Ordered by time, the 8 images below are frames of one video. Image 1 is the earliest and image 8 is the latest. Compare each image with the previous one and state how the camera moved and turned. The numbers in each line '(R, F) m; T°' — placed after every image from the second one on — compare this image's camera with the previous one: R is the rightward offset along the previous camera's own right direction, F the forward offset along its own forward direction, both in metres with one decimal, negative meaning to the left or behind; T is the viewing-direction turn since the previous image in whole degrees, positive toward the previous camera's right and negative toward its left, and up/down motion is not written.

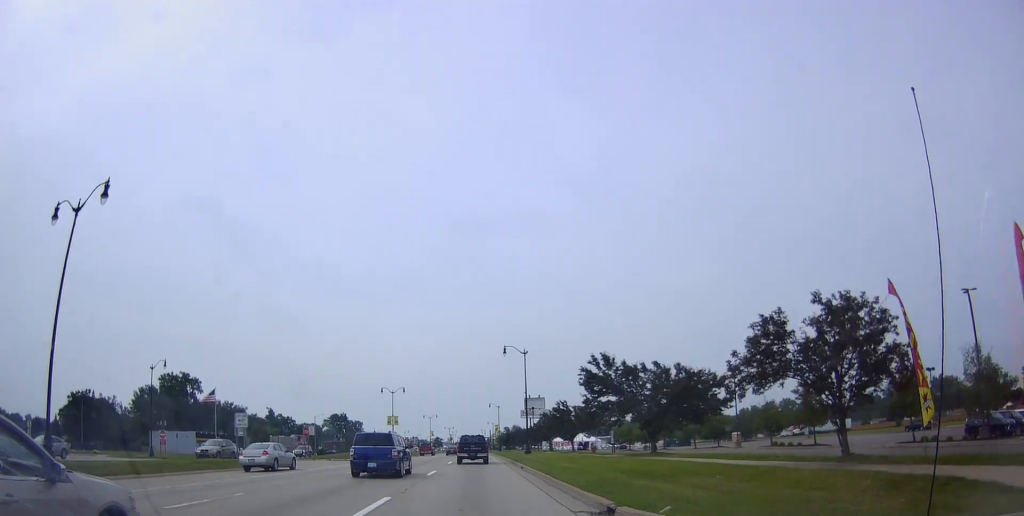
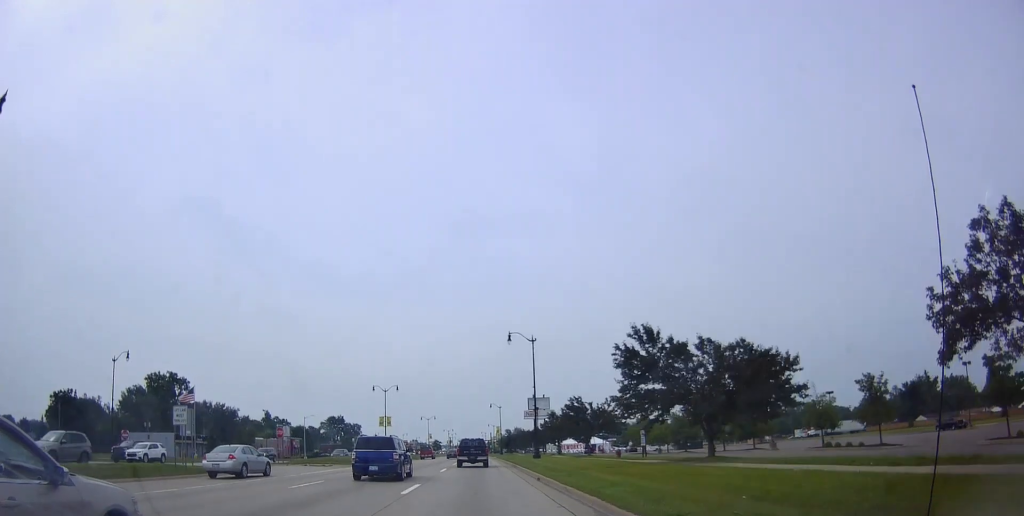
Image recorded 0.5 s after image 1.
(+0.1, +8.2) m; +1°
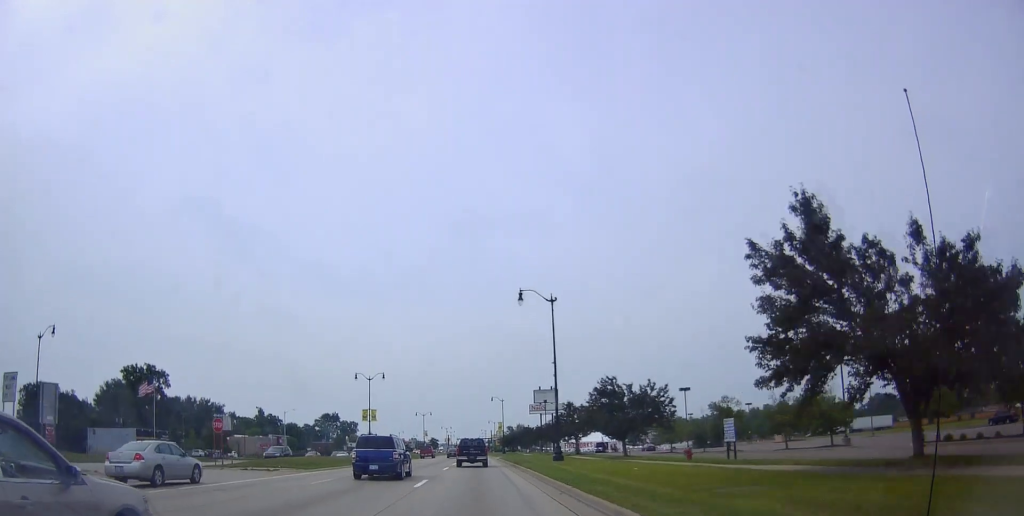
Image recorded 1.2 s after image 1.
(0.0, +13.0) m; -2°
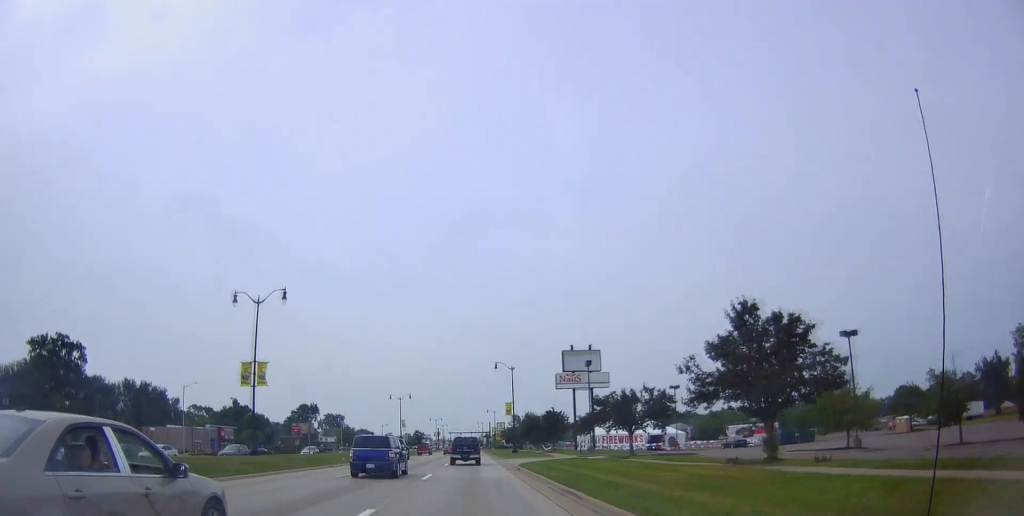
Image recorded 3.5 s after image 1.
(-0.3, +40.3) m; +2°
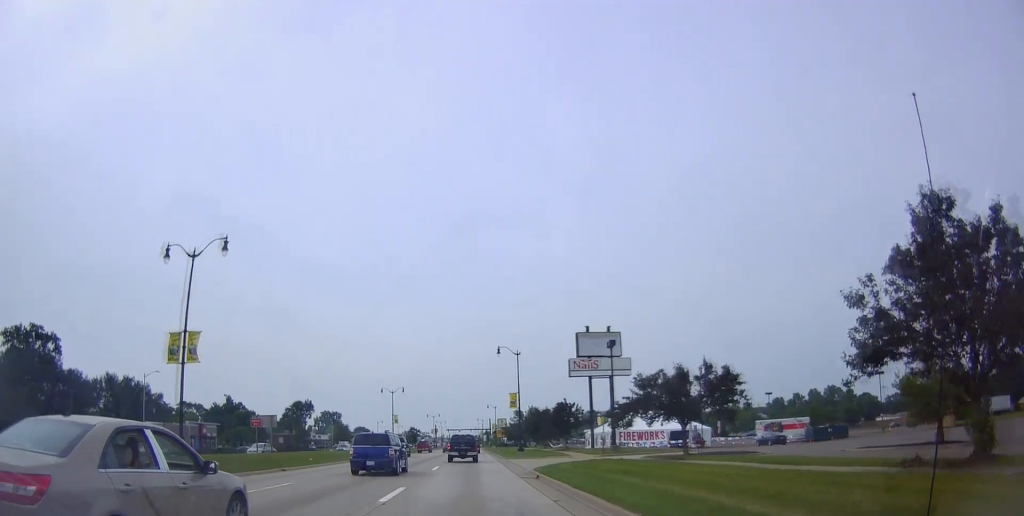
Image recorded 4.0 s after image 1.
(0.0, +10.1) m; 0°
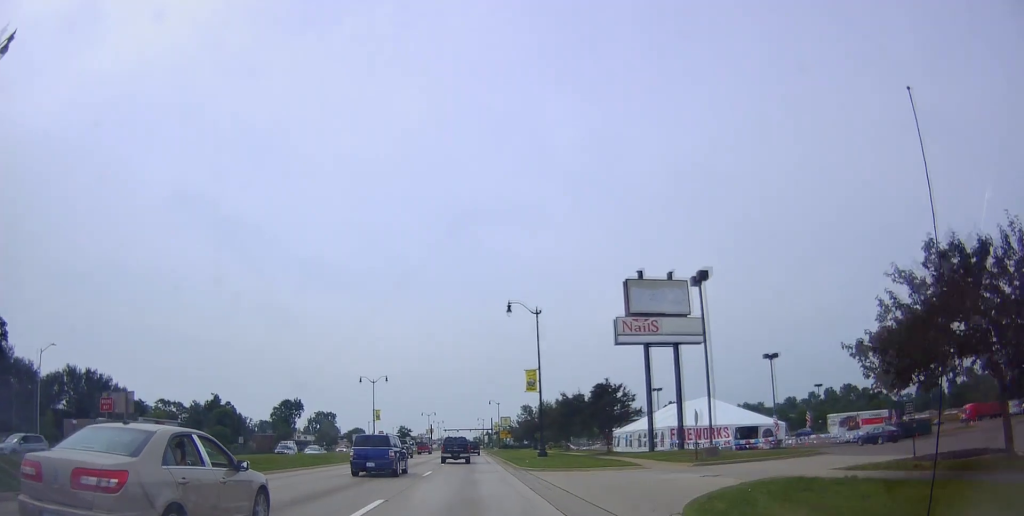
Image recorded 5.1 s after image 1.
(0.0, +19.6) m; 0°
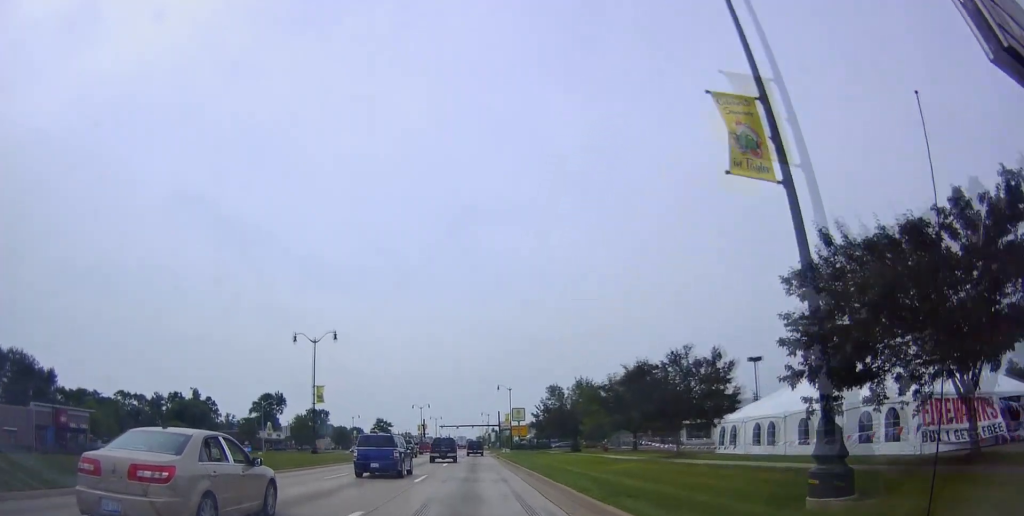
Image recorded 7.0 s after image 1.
(-0.8, +32.5) m; -3°
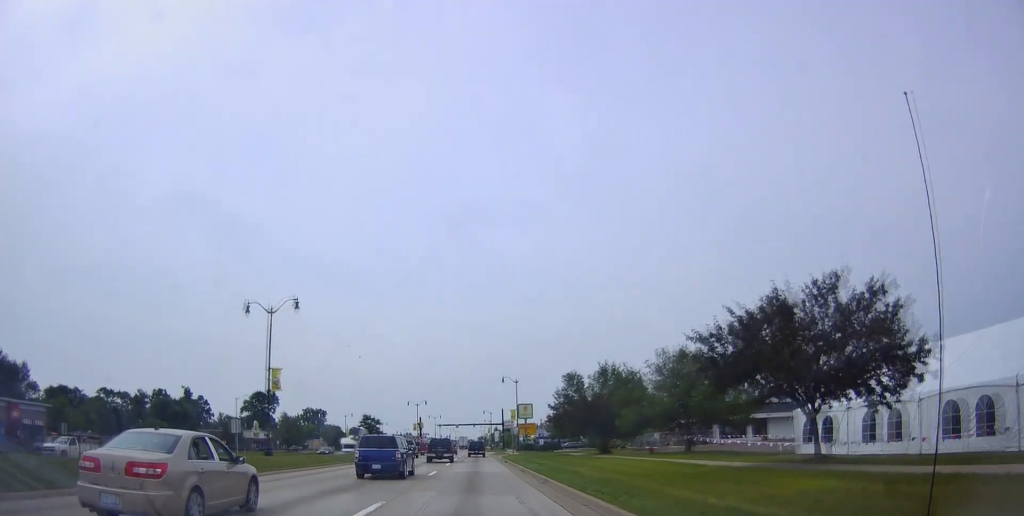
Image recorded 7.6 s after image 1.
(-0.3, +12.0) m; 0°
